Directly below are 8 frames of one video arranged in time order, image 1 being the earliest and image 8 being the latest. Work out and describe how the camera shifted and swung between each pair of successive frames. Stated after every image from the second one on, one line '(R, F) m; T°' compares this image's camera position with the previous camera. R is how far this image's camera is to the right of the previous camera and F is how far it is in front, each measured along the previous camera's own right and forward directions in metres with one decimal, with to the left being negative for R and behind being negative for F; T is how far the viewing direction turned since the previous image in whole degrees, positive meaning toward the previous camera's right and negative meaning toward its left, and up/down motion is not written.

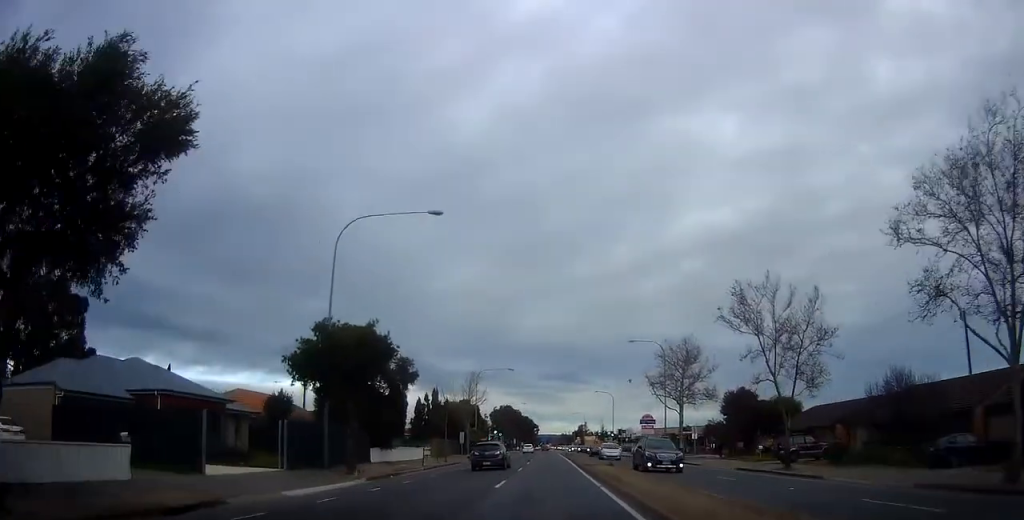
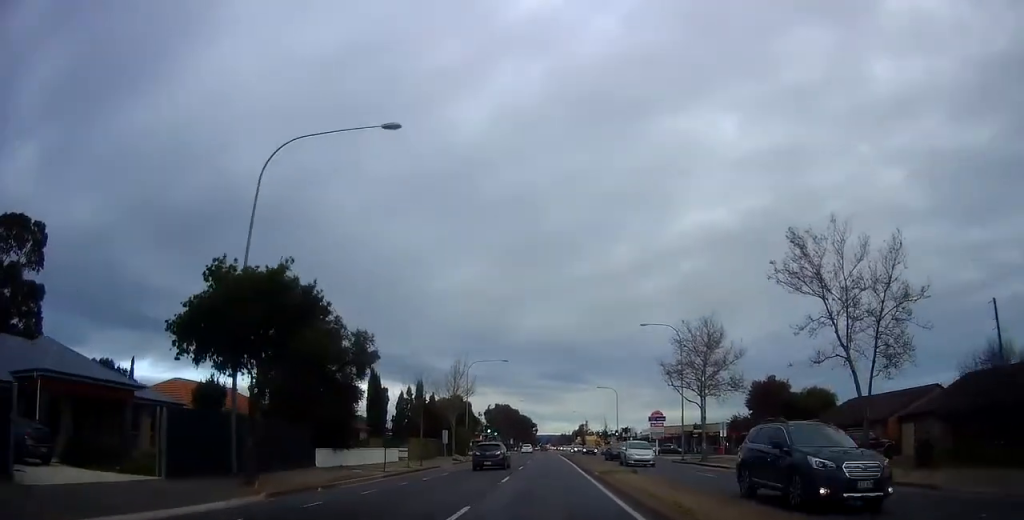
(+0.4, +8.6) m; +1°
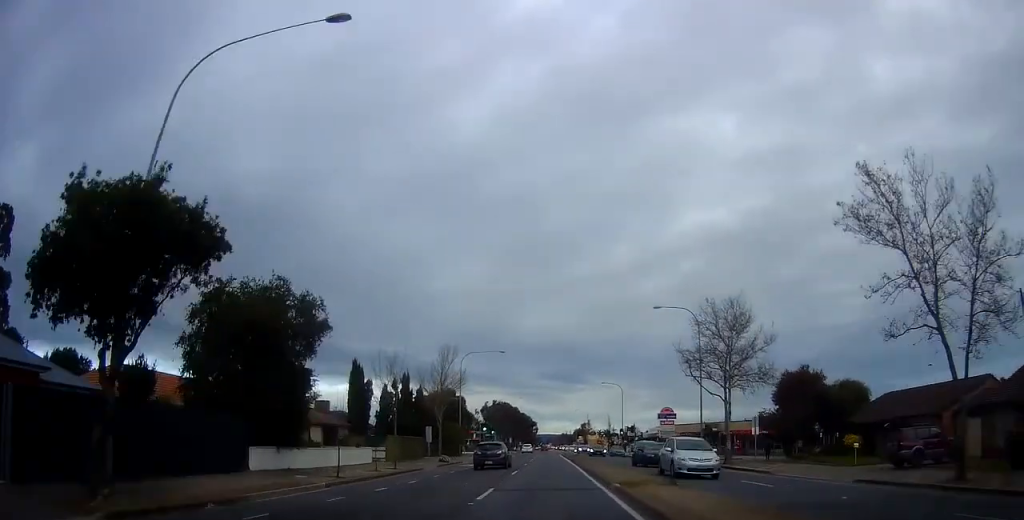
(-0.2, +6.6) m; -1°
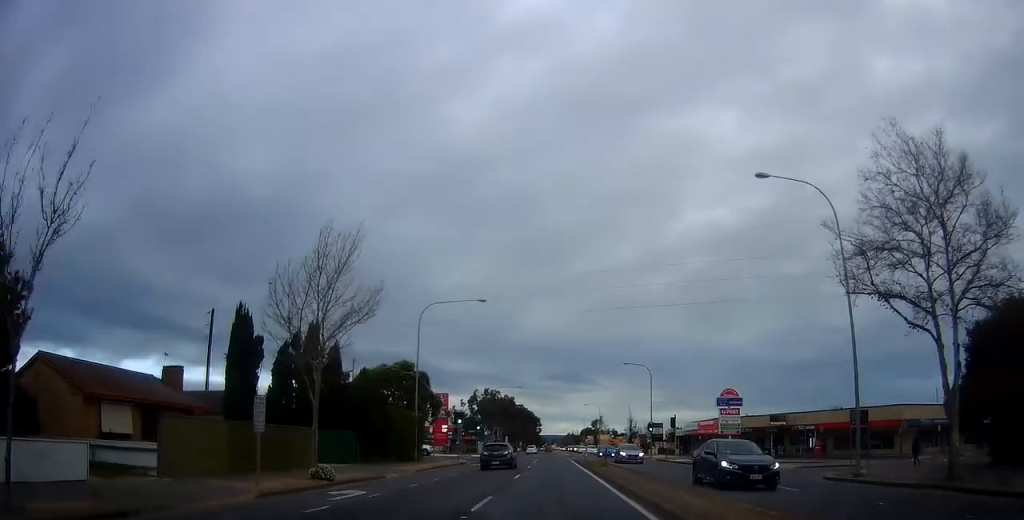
(-1.0, +24.8) m; 0°
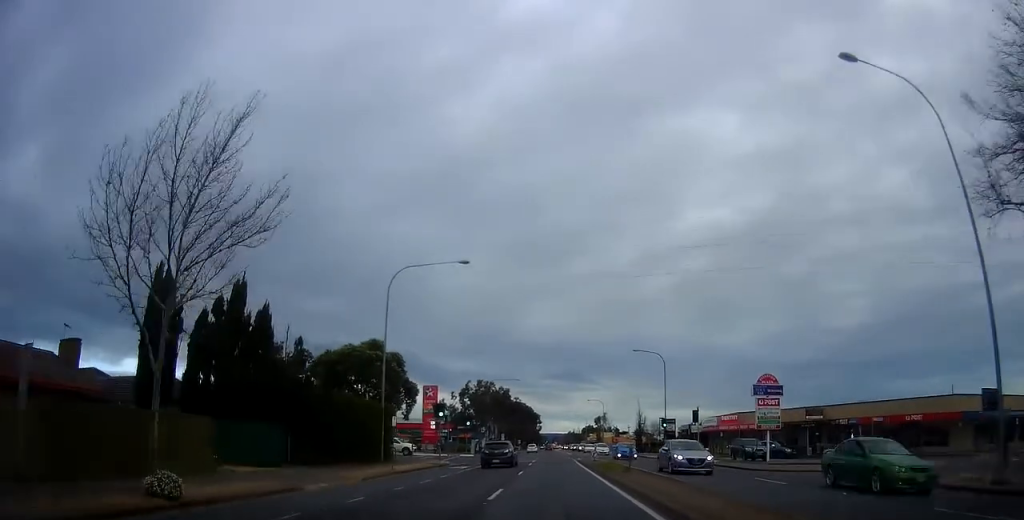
(+0.6, +9.2) m; 0°
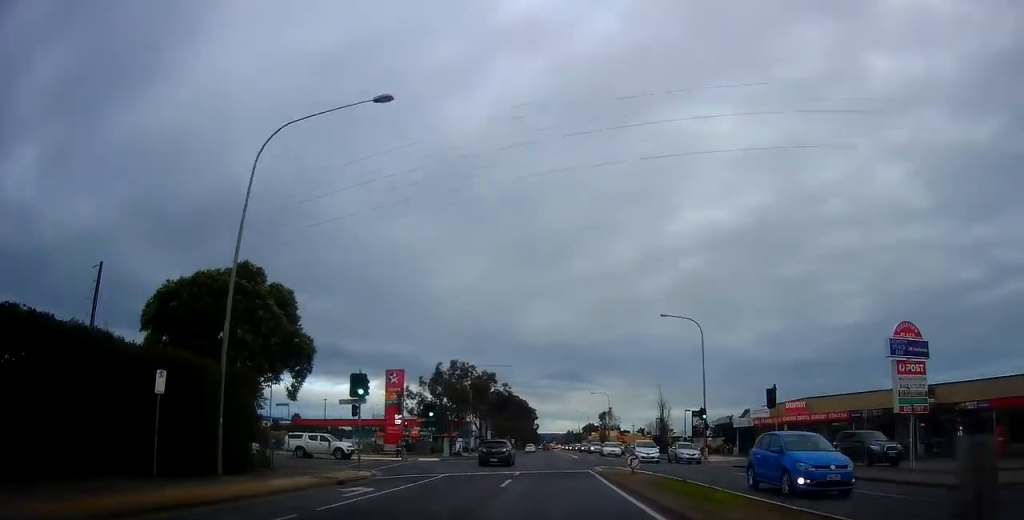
(-0.4, +18.5) m; 0°
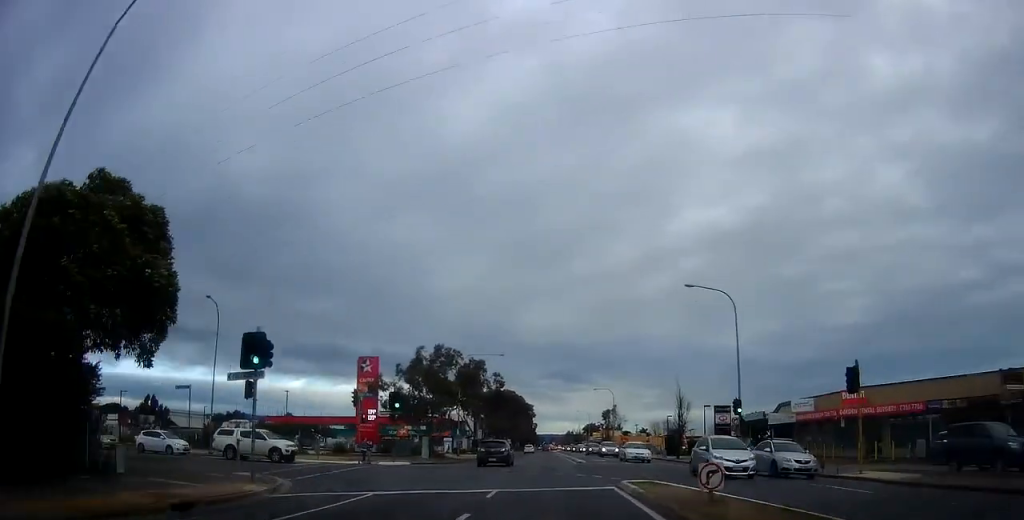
(+0.3, +9.8) m; +1°
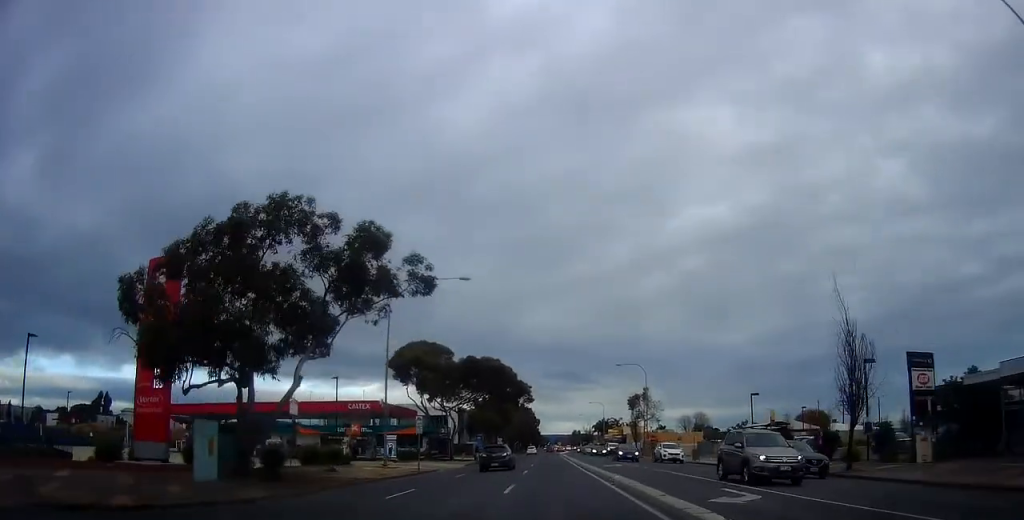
(+0.6, +33.8) m; 0°
